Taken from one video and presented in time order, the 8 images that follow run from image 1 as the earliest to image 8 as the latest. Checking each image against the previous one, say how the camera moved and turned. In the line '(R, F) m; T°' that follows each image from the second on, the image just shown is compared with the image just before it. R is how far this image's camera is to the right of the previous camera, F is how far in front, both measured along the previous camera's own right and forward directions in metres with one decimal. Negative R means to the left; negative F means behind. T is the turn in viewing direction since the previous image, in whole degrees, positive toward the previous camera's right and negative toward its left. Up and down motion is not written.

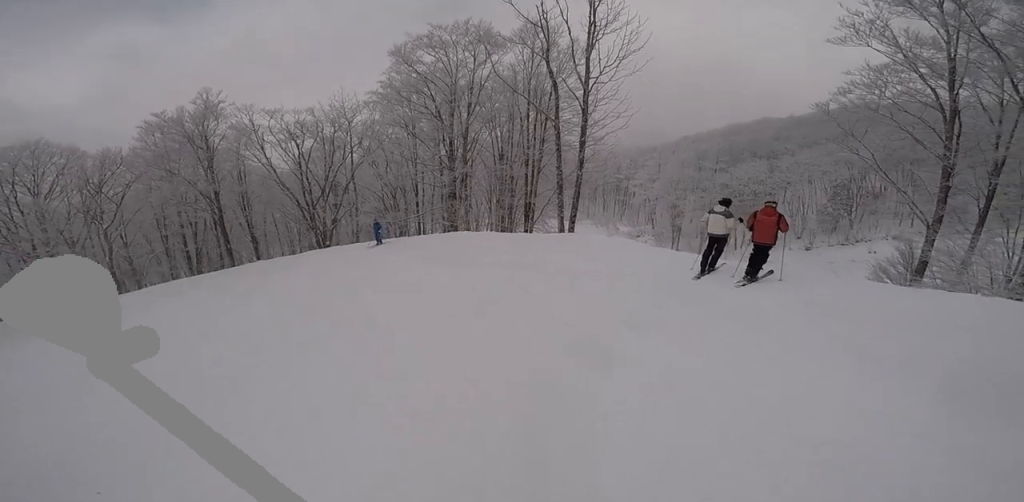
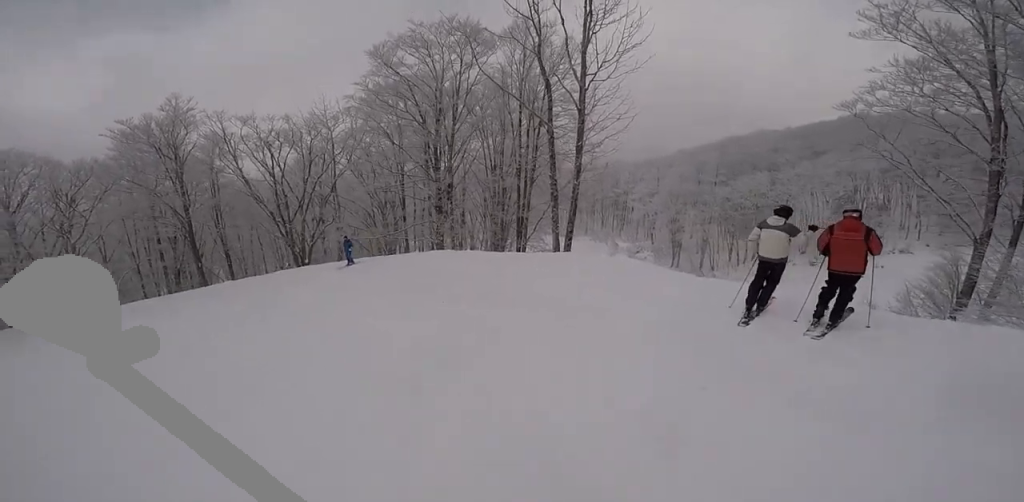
(+0.8, +2.5) m; -4°
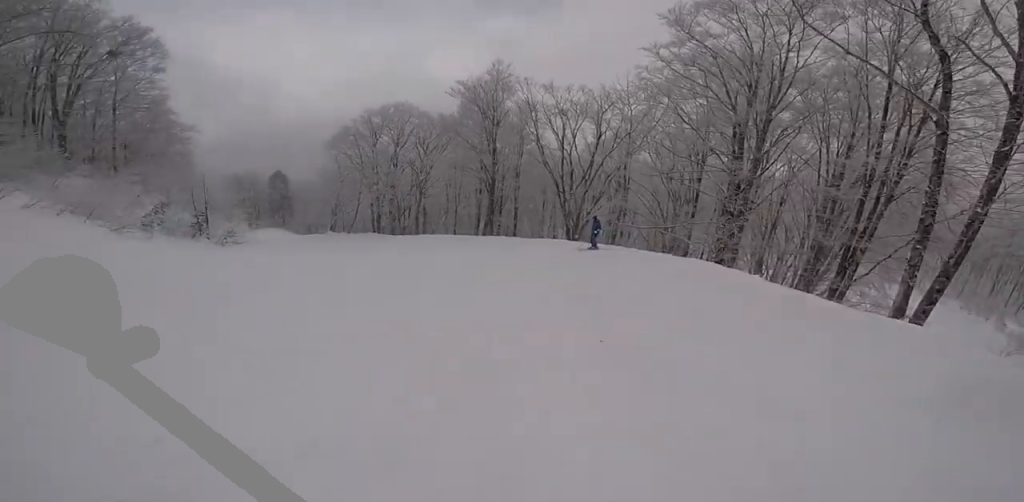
(-0.5, +3.3) m; -30°
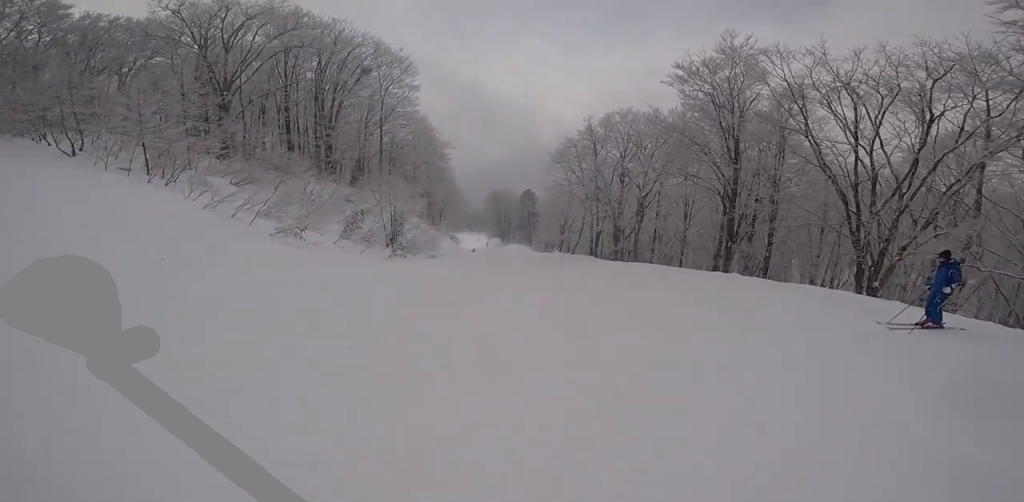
(-4.6, +5.0) m; -63°
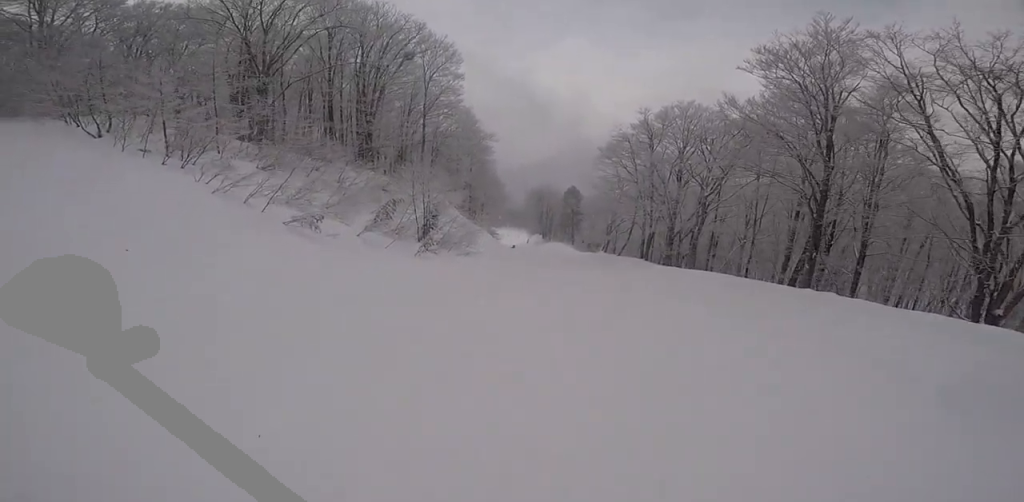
(-0.2, +2.8) m; -3°
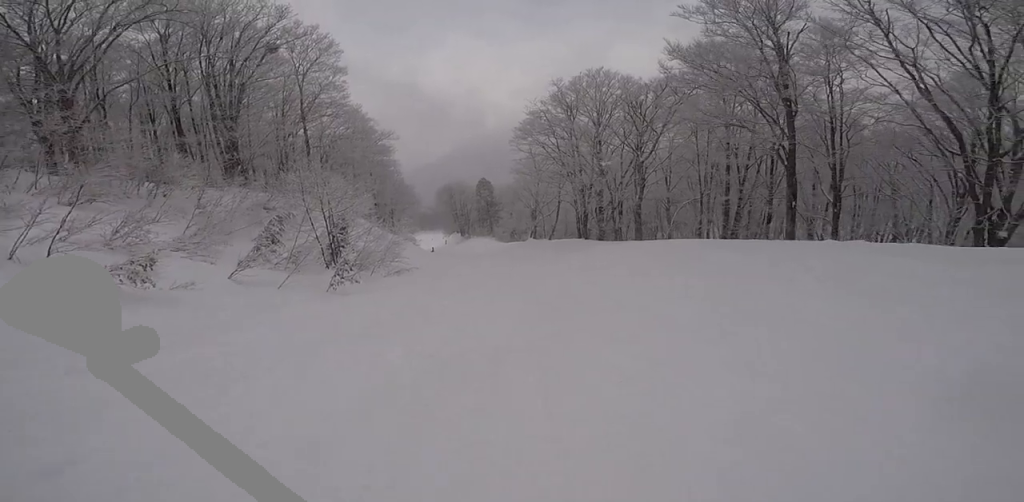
(+0.7, +5.1) m; +31°
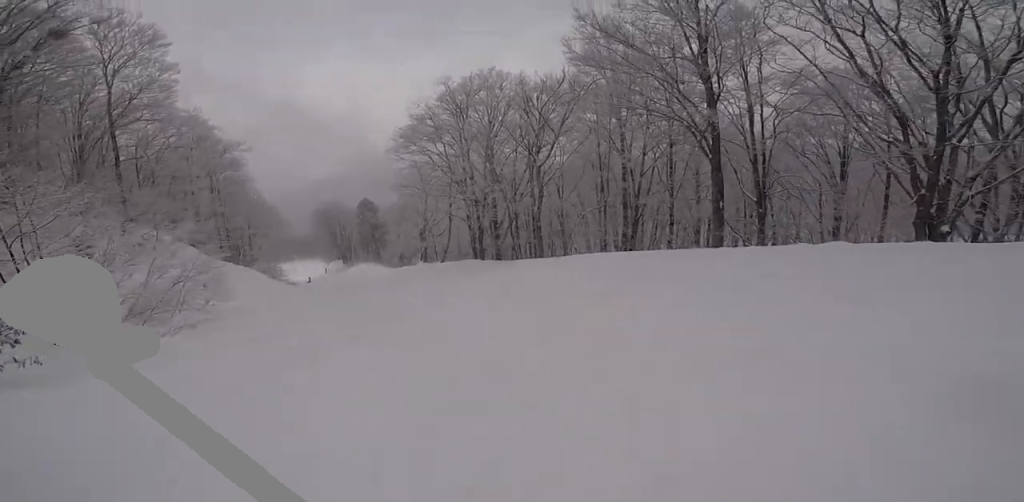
(+1.7, +4.9) m; +18°
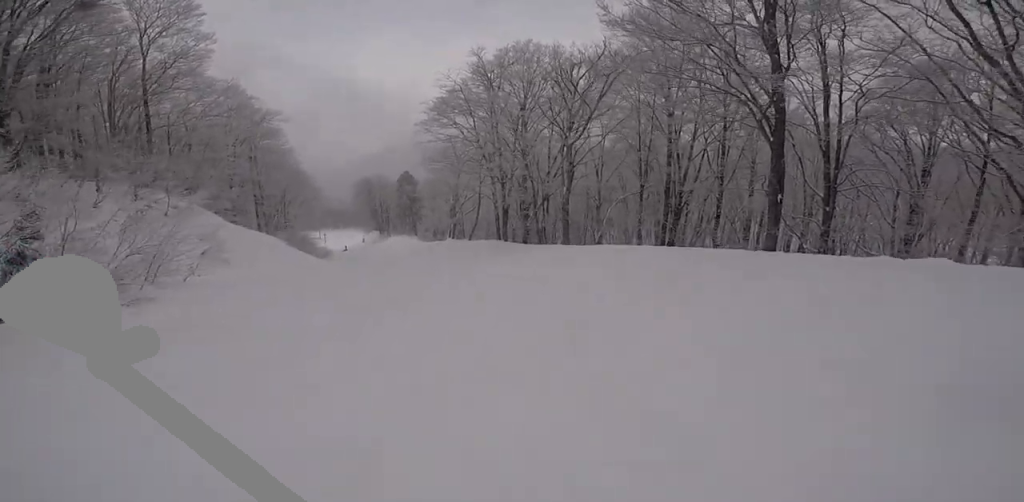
(+0.1, +2.4) m; -2°
